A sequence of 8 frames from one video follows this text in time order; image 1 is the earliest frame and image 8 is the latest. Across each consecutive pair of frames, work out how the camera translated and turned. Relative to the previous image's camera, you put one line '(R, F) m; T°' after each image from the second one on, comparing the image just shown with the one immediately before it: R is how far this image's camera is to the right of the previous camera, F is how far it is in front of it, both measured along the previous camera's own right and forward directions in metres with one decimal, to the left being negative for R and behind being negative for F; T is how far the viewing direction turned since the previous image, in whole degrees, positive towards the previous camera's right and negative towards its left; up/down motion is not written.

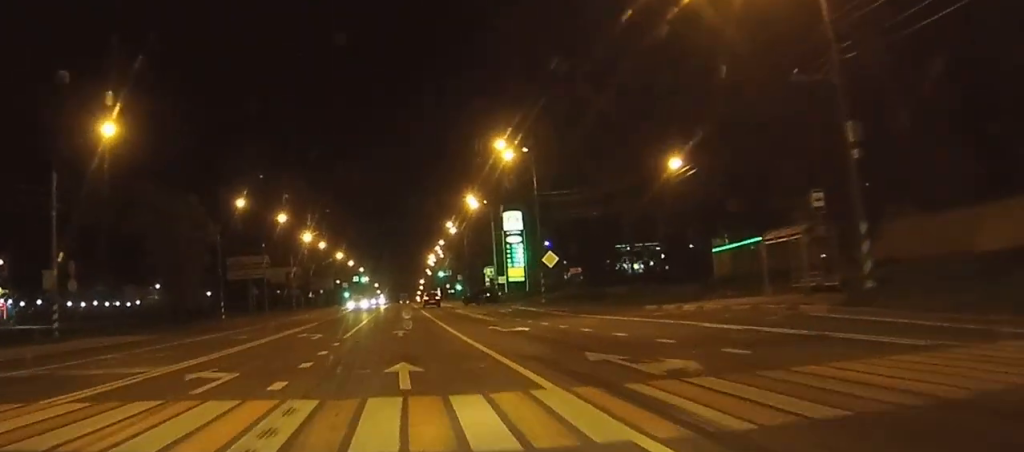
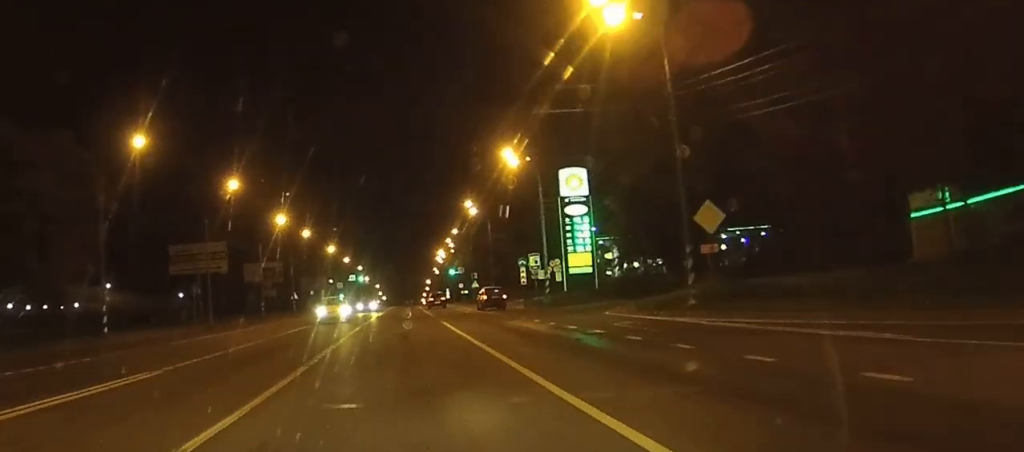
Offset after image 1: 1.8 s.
(0.0, +32.4) m; 0°
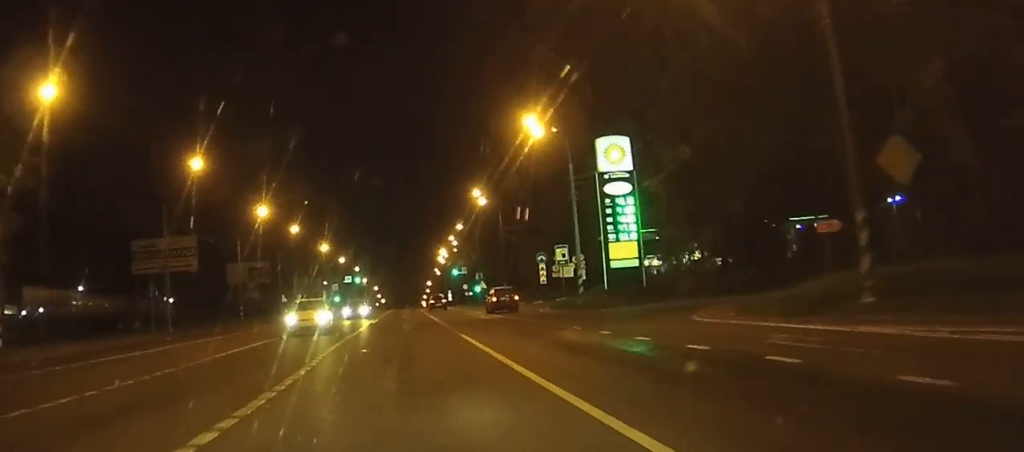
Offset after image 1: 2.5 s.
(0.0, +12.8) m; 0°
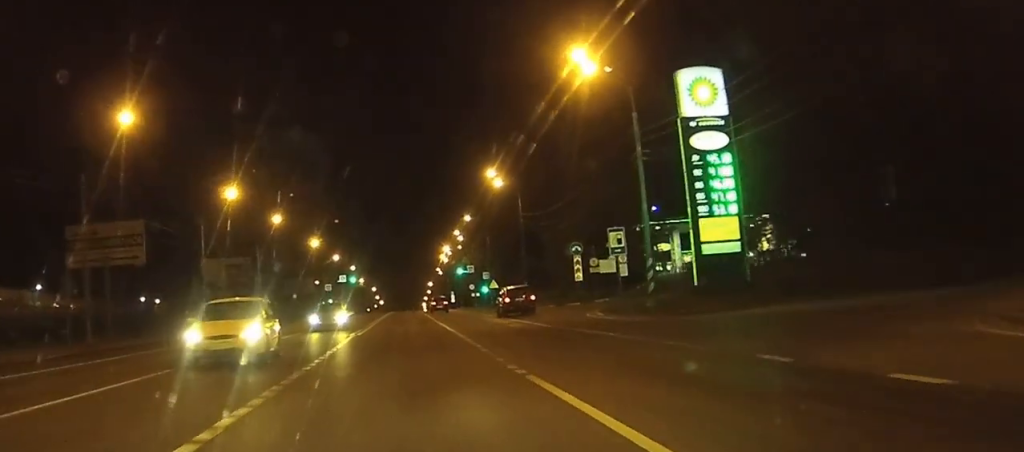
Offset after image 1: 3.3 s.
(-0.1, +15.9) m; 0°
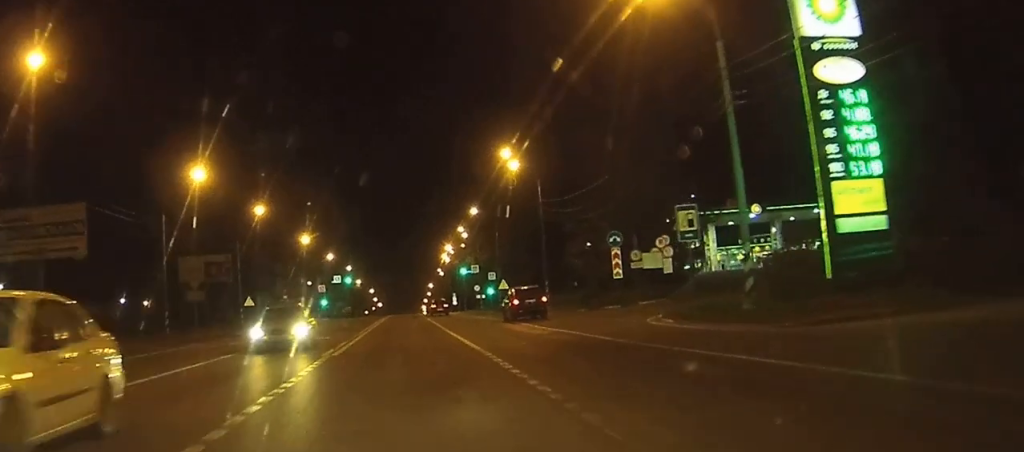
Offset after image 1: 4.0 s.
(0.0, +11.7) m; 0°
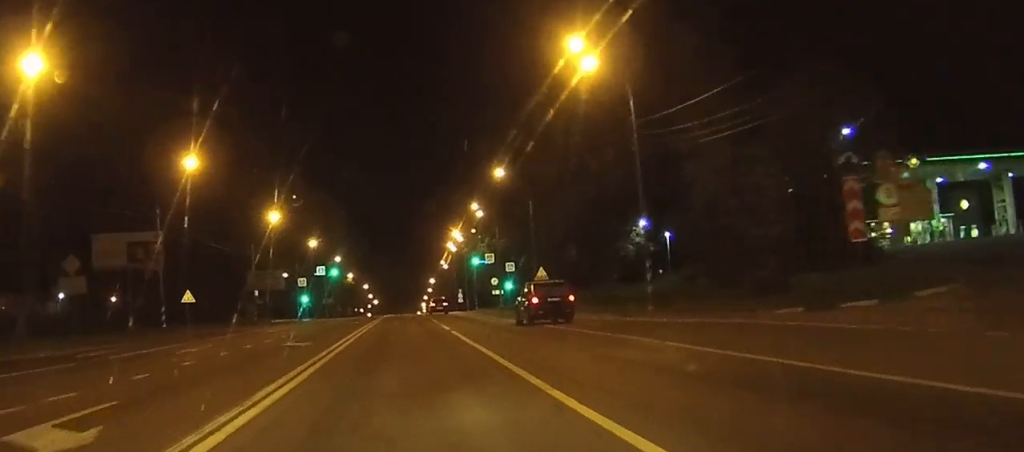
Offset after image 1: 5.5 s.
(+0.2, +28.2) m; +1°
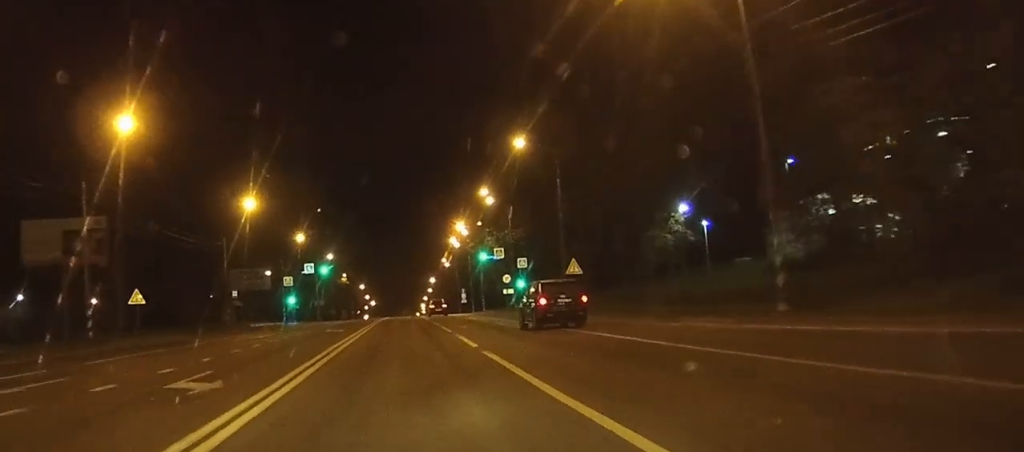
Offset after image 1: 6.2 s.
(0.0, +14.0) m; 0°
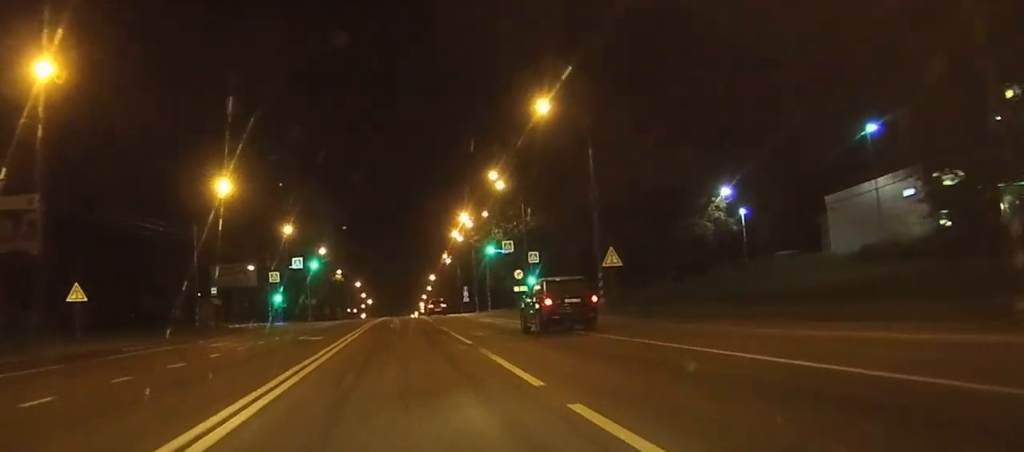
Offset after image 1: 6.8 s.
(0.0, +10.8) m; 0°
